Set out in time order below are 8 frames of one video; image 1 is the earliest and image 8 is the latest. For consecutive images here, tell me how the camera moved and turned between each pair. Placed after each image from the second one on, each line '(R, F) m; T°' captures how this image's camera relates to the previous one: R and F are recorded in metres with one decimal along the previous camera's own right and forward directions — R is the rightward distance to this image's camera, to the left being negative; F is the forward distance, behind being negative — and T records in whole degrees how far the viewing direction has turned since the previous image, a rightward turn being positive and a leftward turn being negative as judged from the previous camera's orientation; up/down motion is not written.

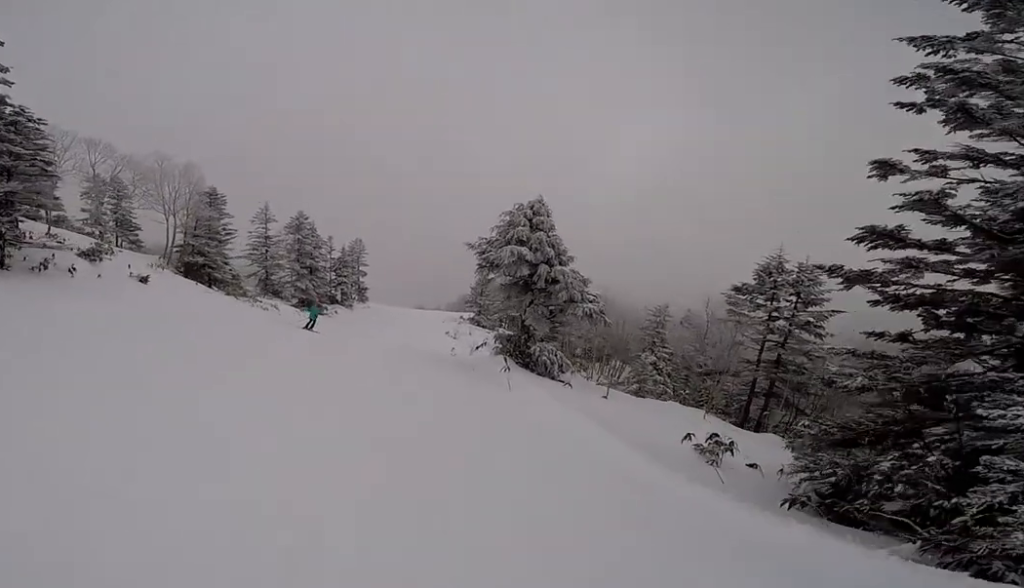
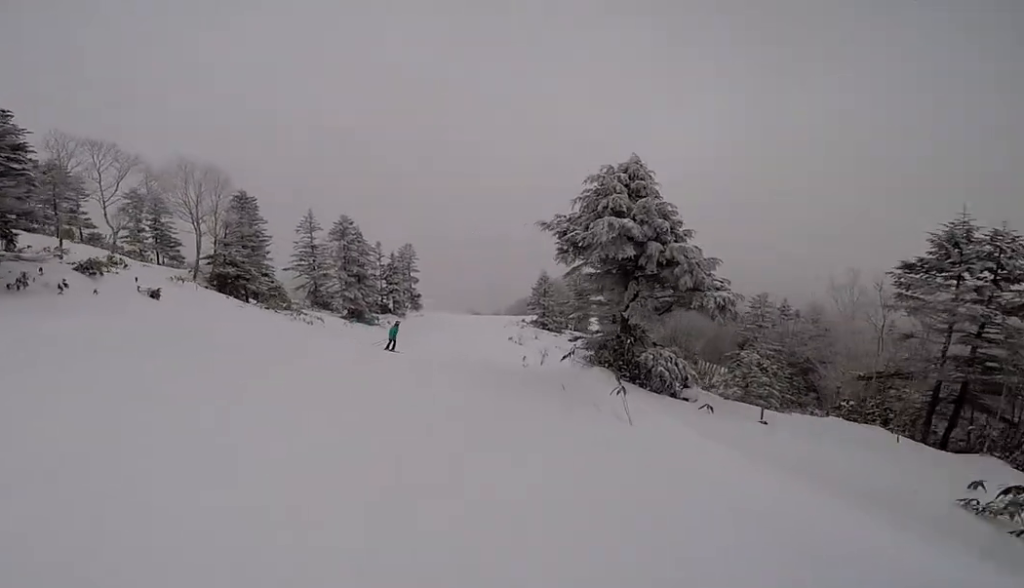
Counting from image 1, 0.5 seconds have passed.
(-0.5, +3.3) m; -5°
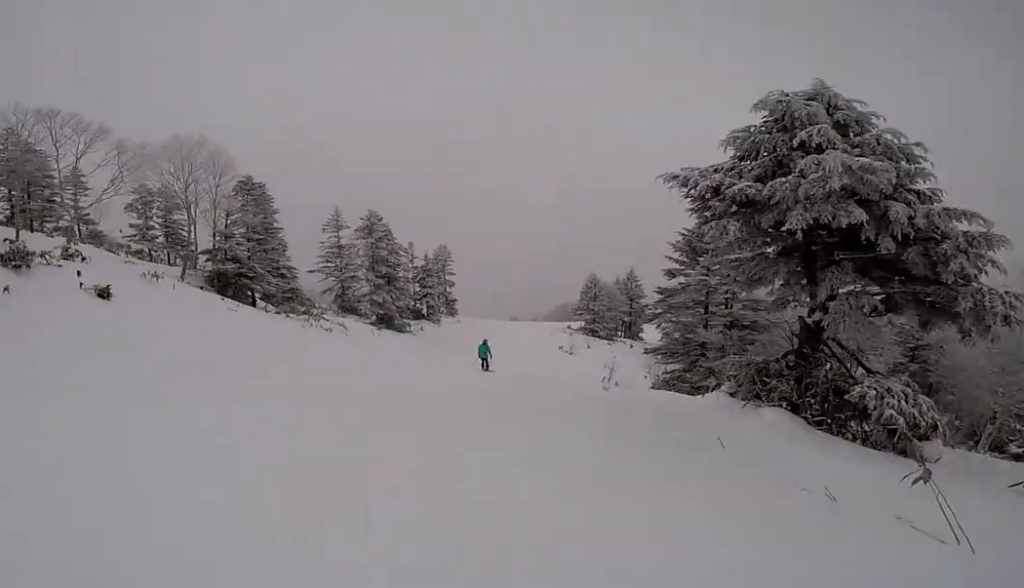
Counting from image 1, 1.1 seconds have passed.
(-0.3, +4.6) m; 0°
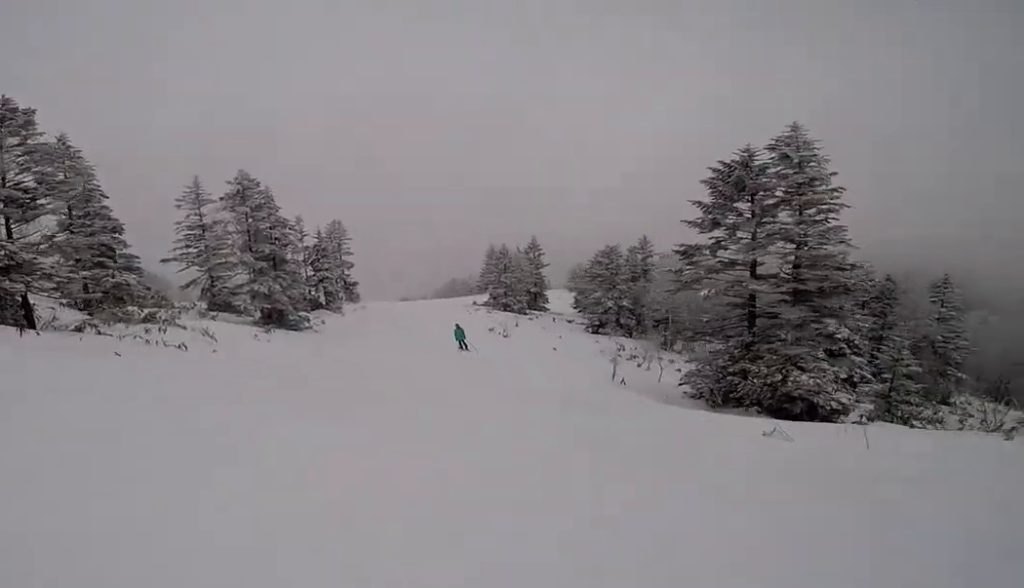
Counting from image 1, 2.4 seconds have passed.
(+1.0, +9.4) m; +17°
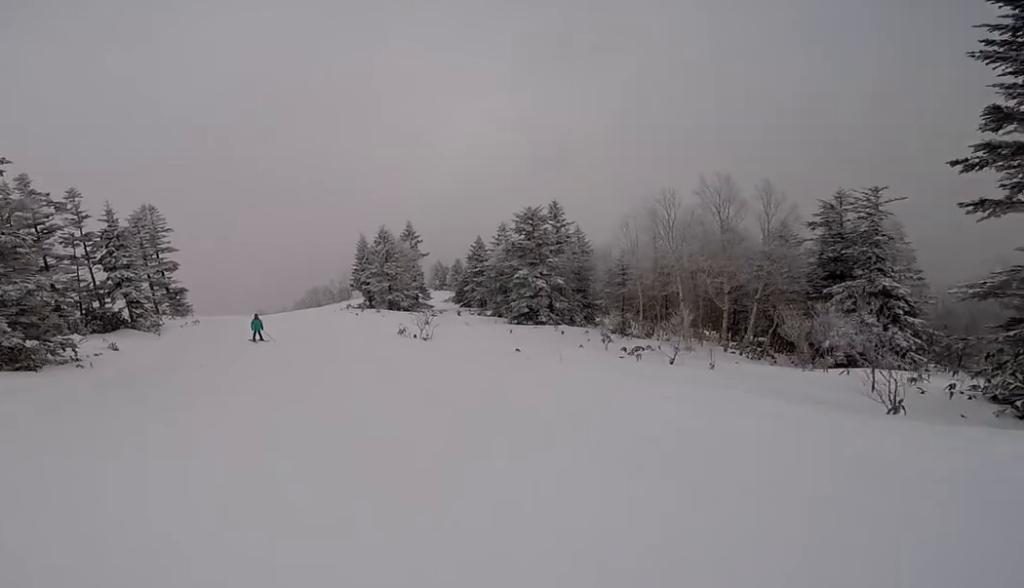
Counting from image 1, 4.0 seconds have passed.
(+2.4, +13.4) m; +6°
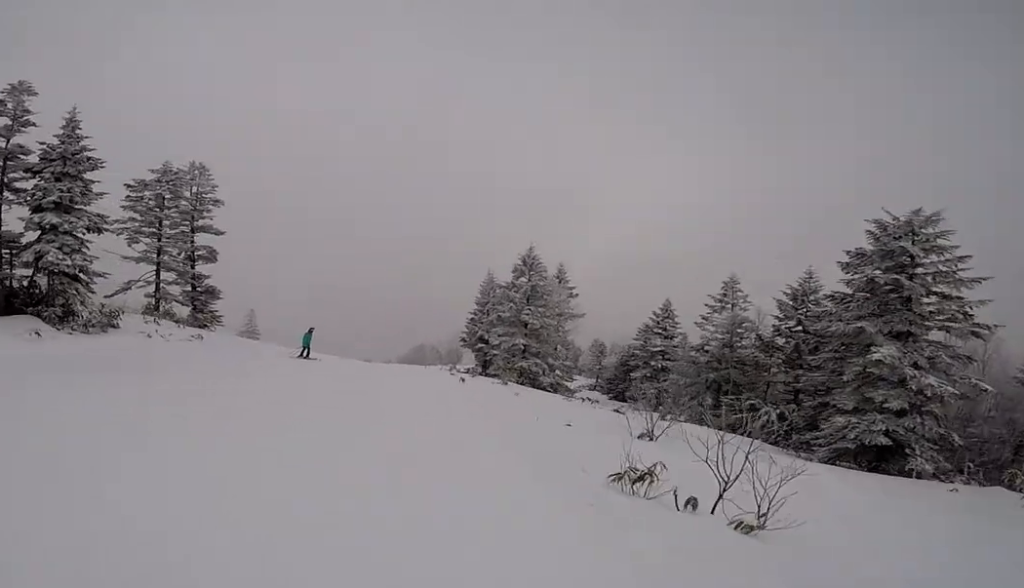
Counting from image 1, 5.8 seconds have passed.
(-1.7, +14.0) m; -7°
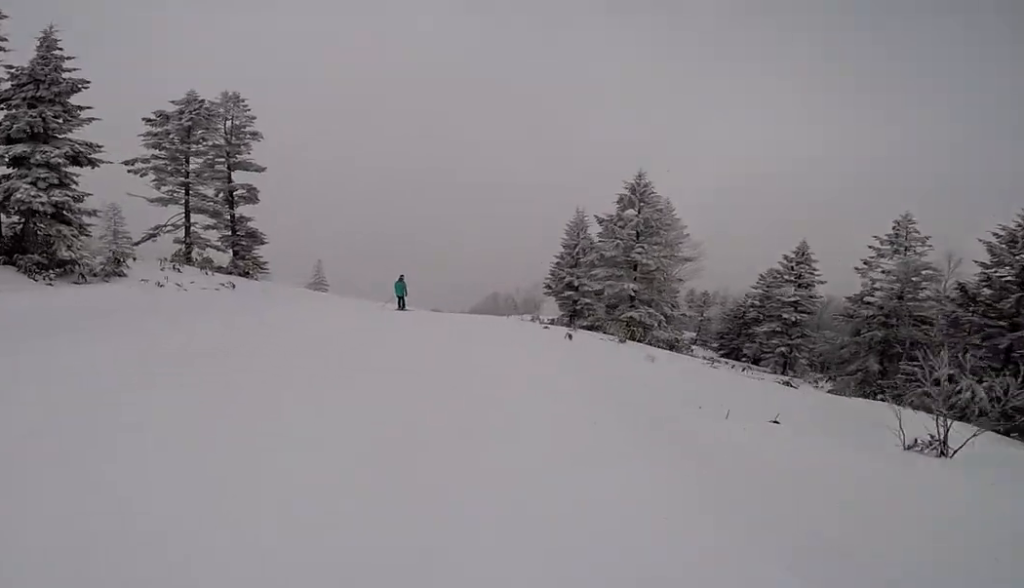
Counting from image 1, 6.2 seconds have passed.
(0.0, +3.6) m; -4°
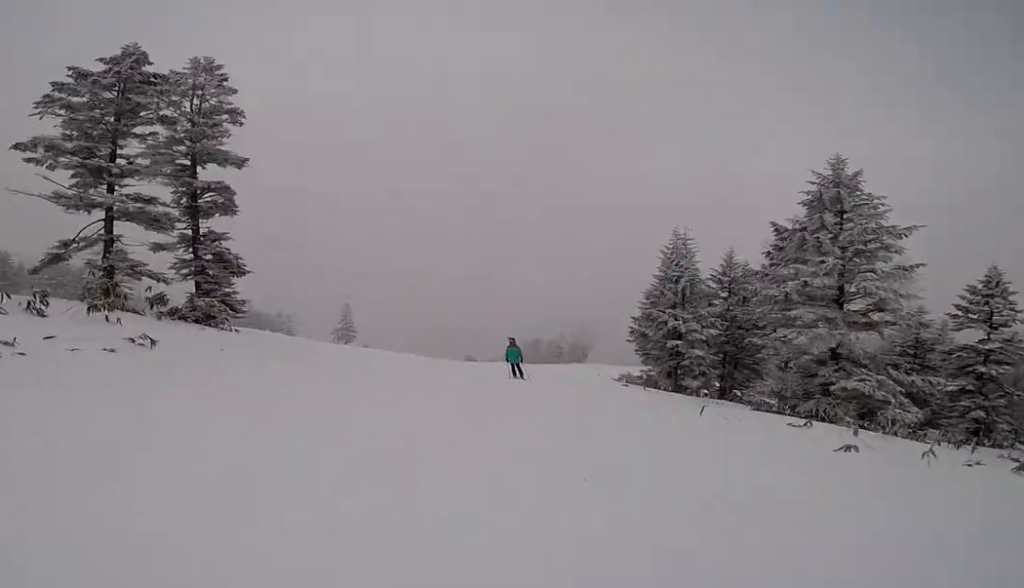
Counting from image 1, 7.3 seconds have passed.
(-0.5, +7.4) m; -6°
